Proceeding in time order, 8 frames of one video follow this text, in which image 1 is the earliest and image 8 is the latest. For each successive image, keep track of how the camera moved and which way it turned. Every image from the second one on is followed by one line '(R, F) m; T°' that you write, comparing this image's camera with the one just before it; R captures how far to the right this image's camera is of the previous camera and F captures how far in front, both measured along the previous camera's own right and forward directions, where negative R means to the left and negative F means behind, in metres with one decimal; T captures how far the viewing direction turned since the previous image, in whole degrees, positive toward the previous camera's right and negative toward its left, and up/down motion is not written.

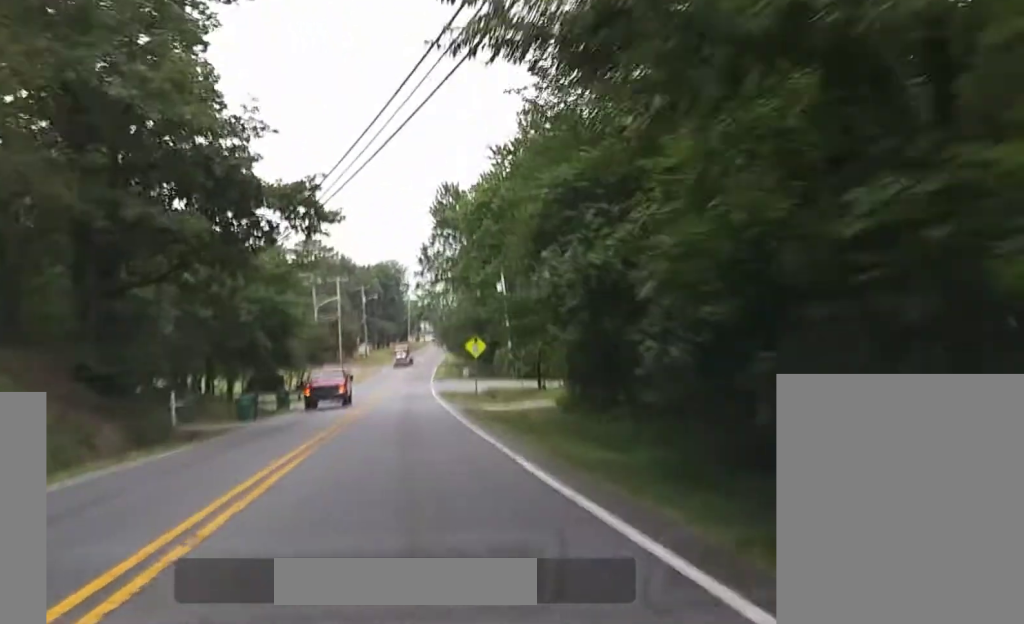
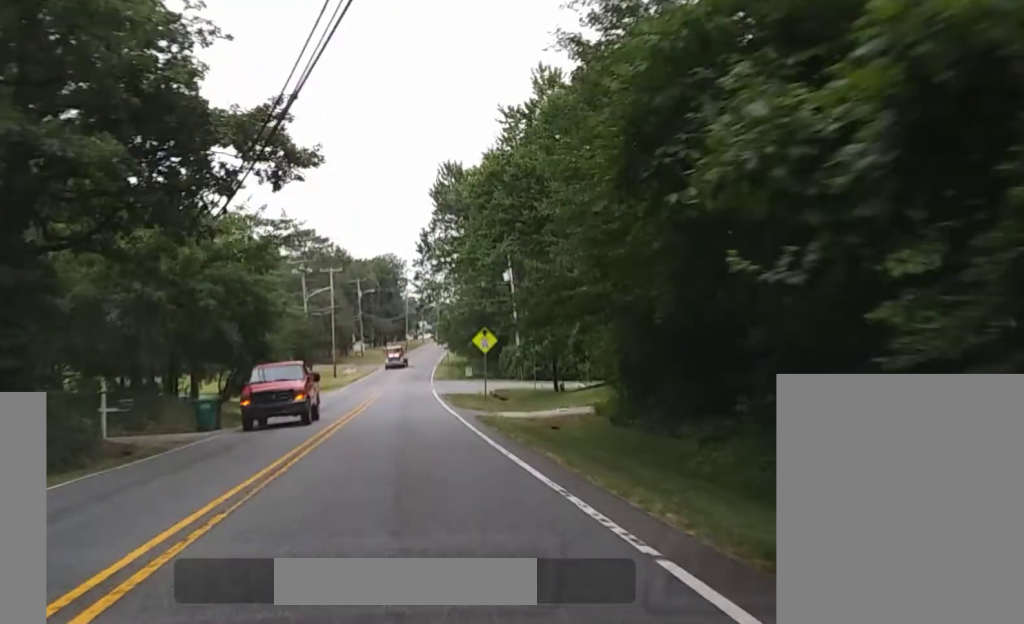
(0.0, +9.4) m; 0°
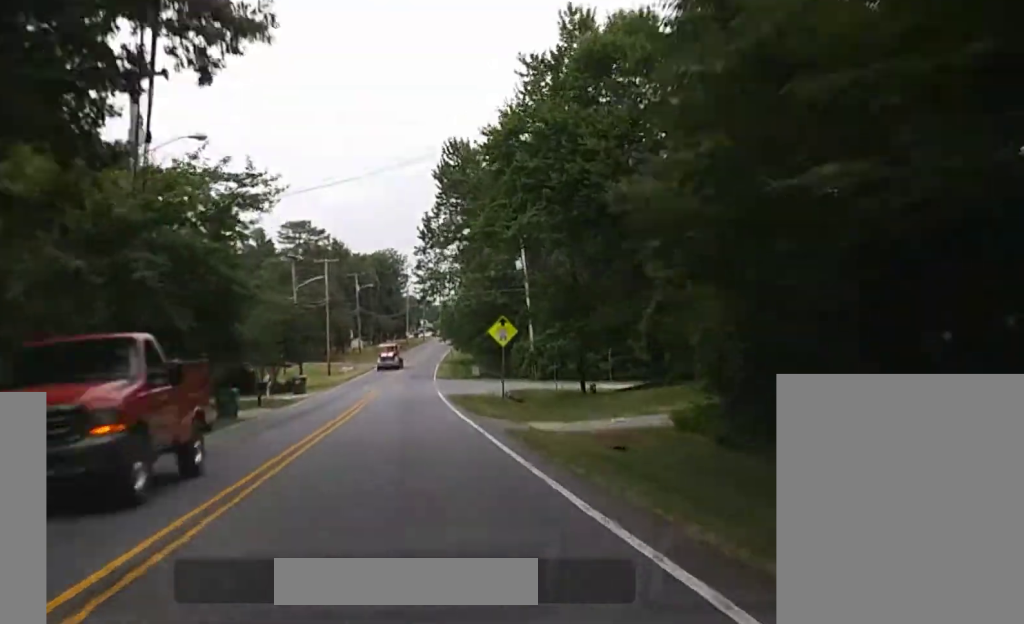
(-0.1, +8.6) m; 0°
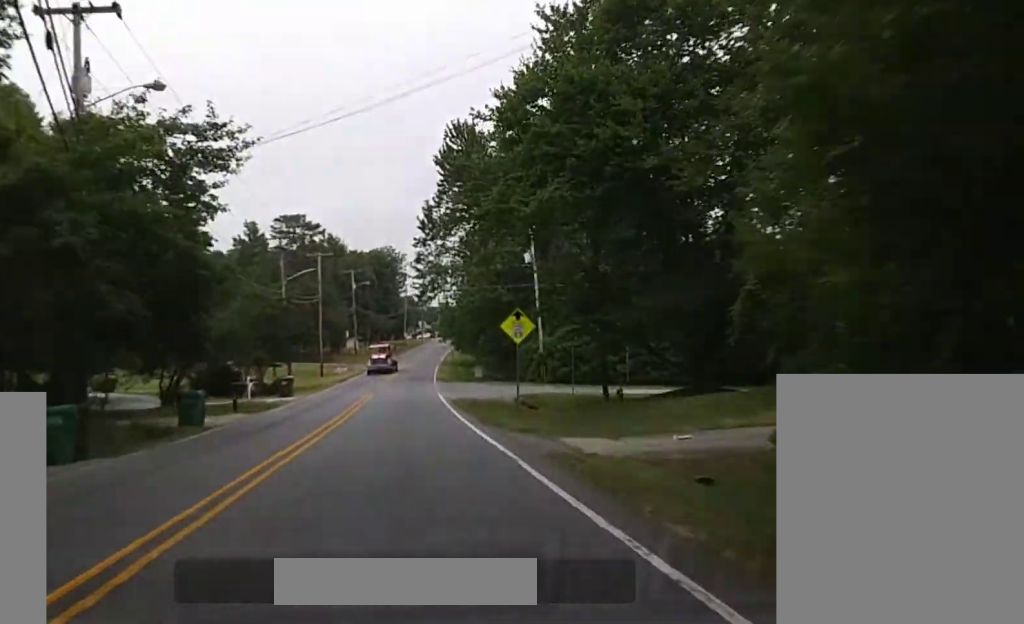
(0.0, +7.1) m; 0°
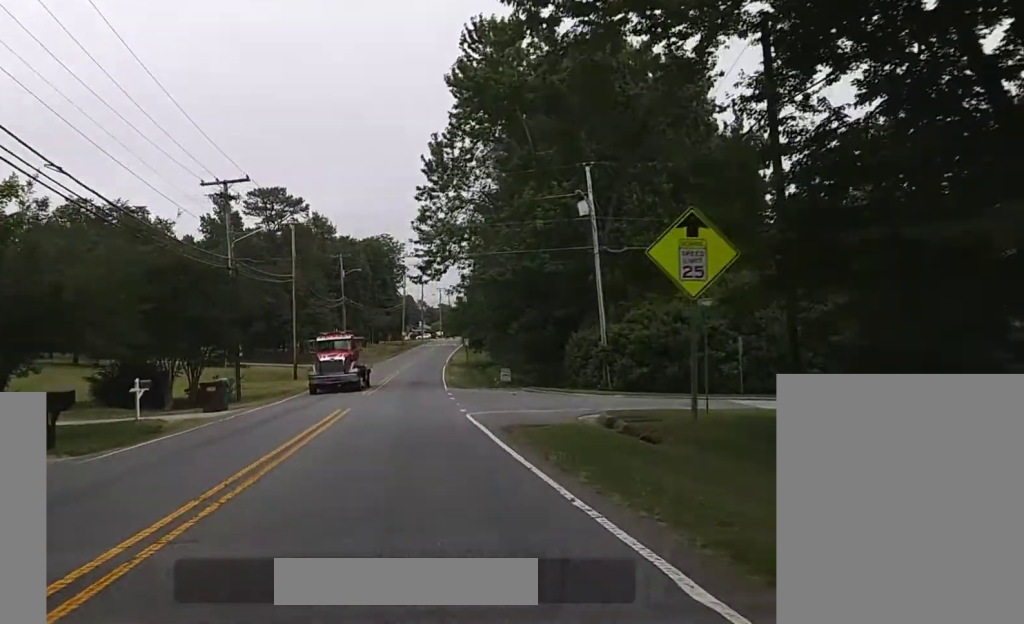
(0.0, +22.0) m; 0°
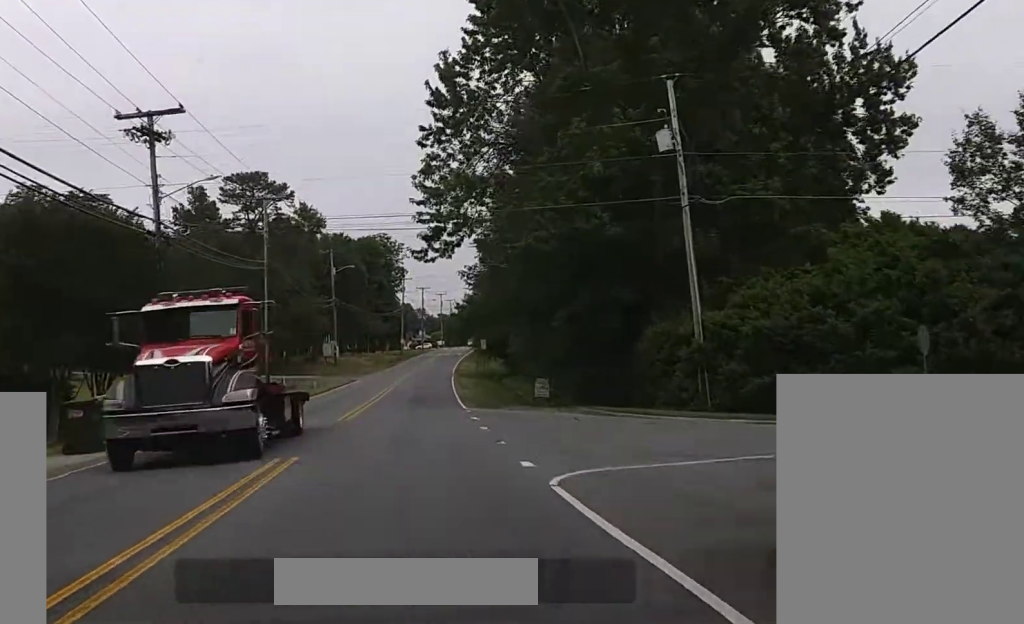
(0.0, +15.8) m; 0°
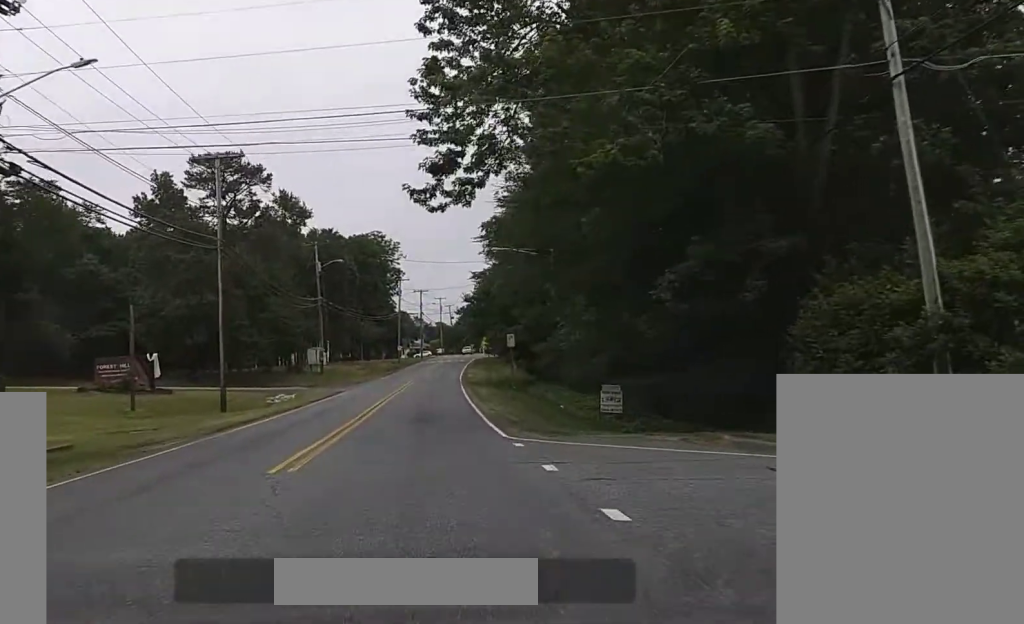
(0.0, +15.1) m; +1°
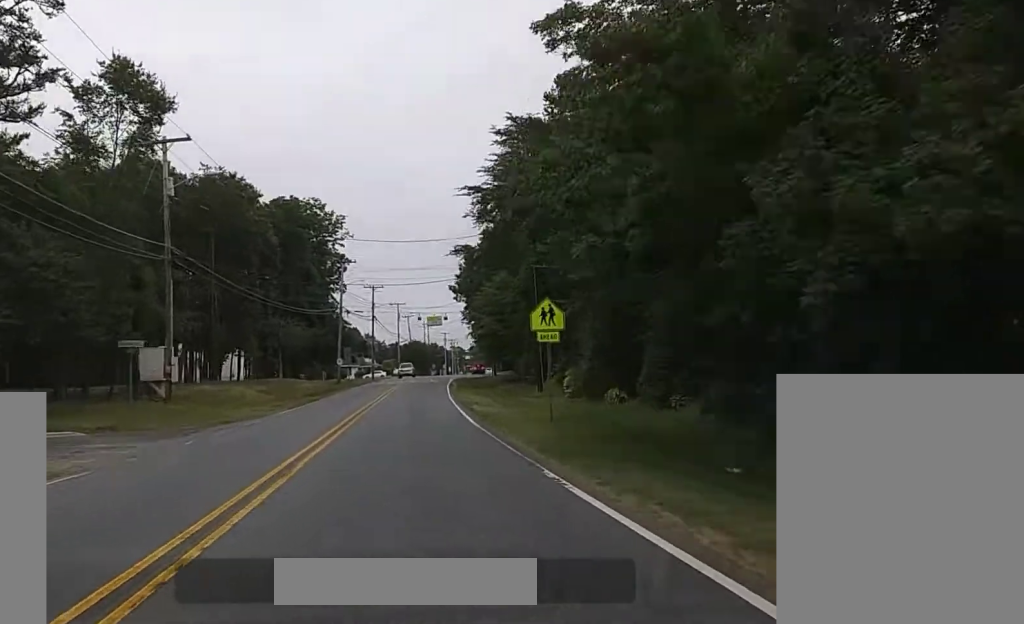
(+0.8, +49.4) m; +3°
